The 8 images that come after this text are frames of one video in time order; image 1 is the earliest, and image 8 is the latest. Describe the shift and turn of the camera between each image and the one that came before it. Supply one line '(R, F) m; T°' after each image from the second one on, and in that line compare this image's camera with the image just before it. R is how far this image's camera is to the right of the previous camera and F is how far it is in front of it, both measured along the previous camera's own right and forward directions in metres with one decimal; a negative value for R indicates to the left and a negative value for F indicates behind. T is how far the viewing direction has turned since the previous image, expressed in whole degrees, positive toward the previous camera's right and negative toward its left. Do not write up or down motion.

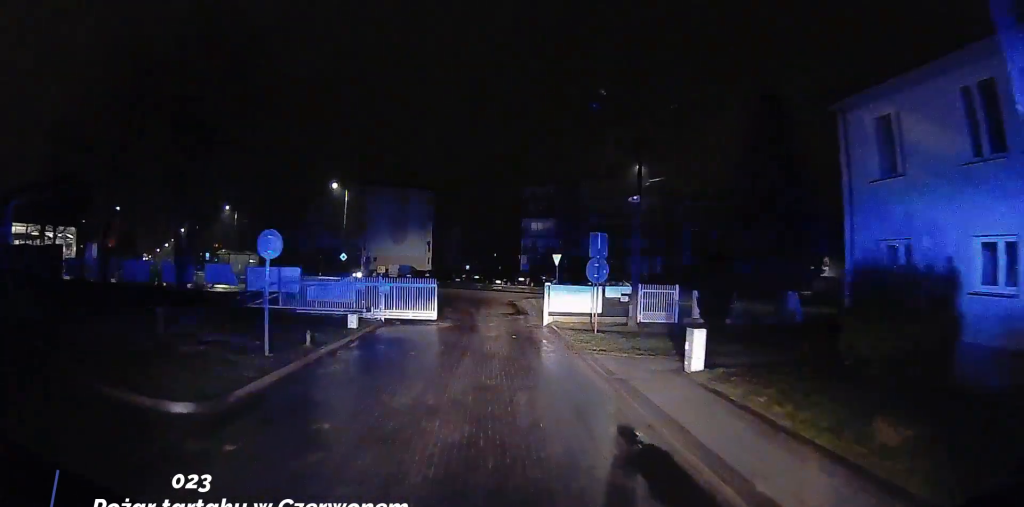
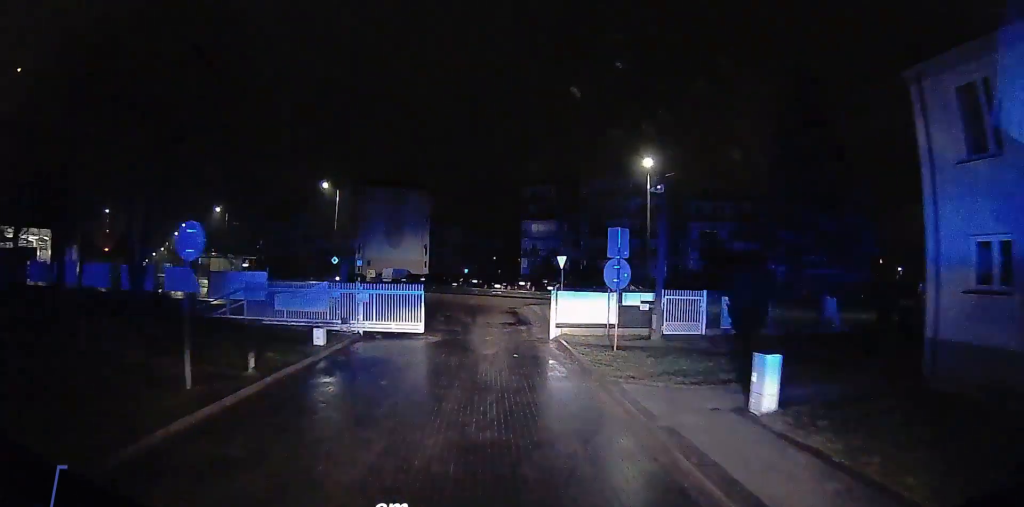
(0.0, +3.1) m; 0°
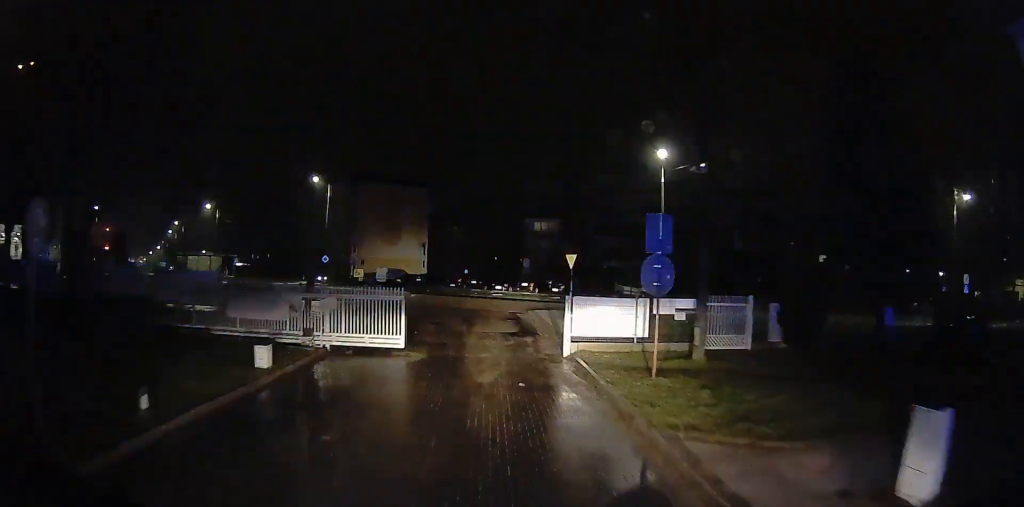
(0.0, +3.5) m; 0°
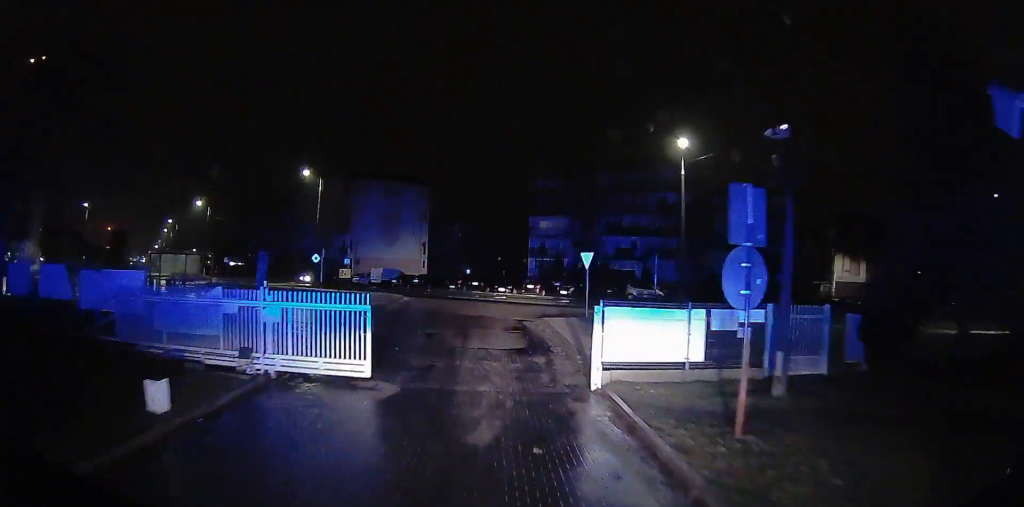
(0.0, +3.8) m; 0°
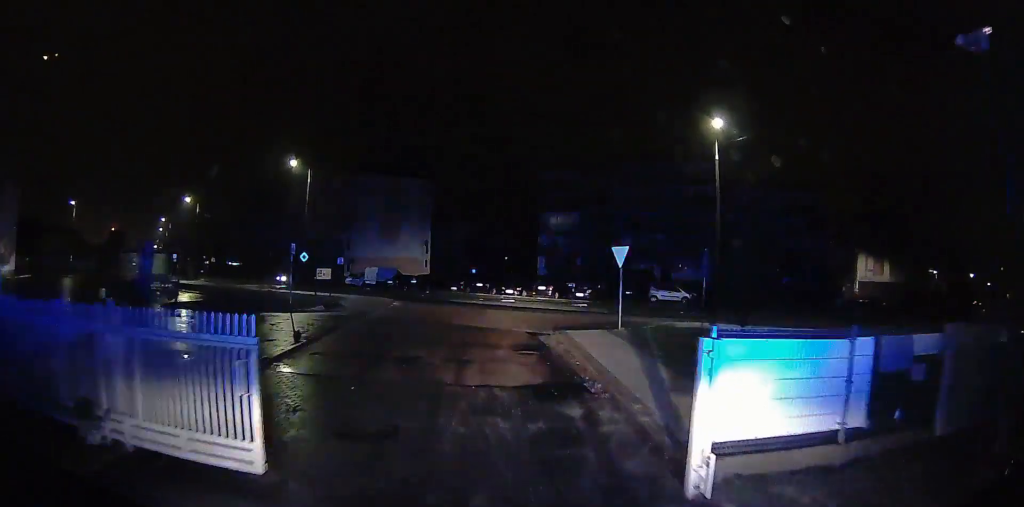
(0.0, +4.9) m; +3°
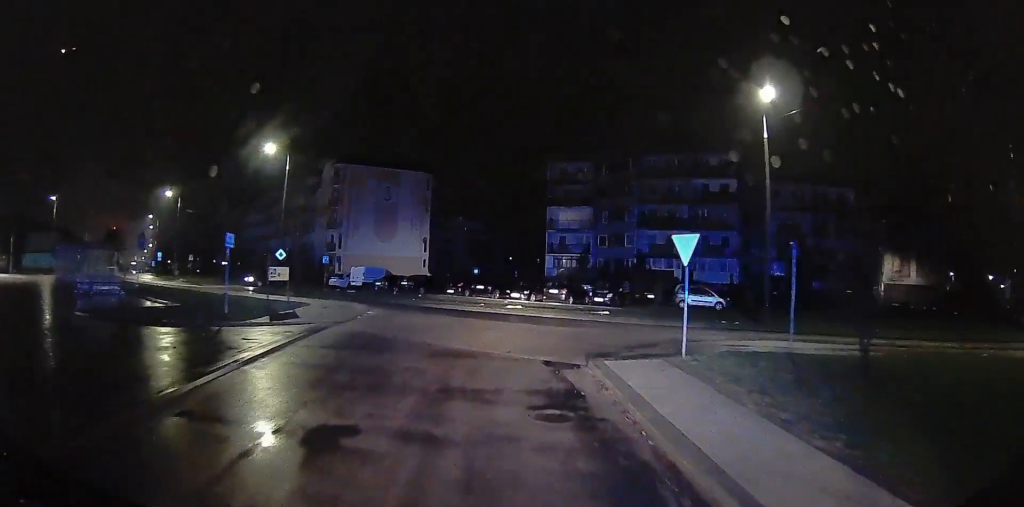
(+0.4, +6.0) m; +2°
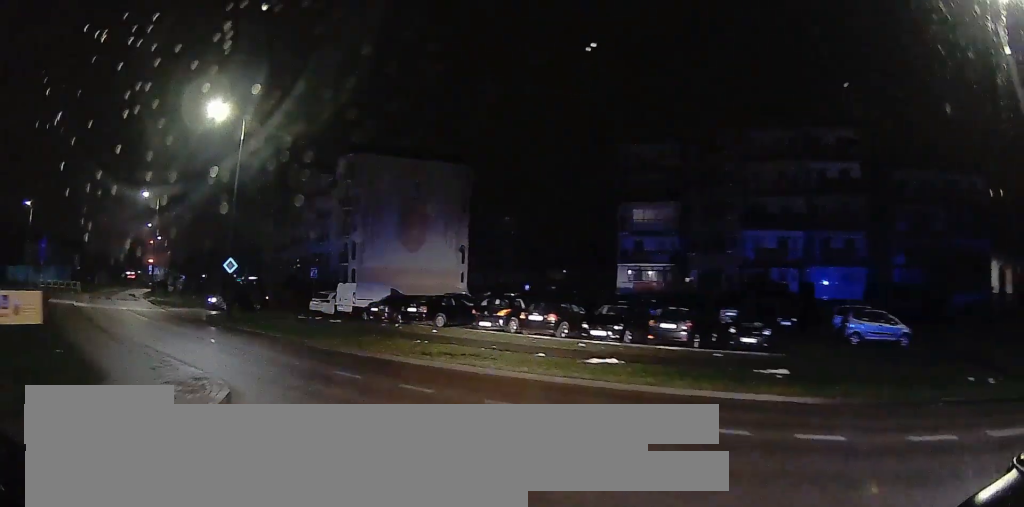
(-3.9, +13.8) m; -36°
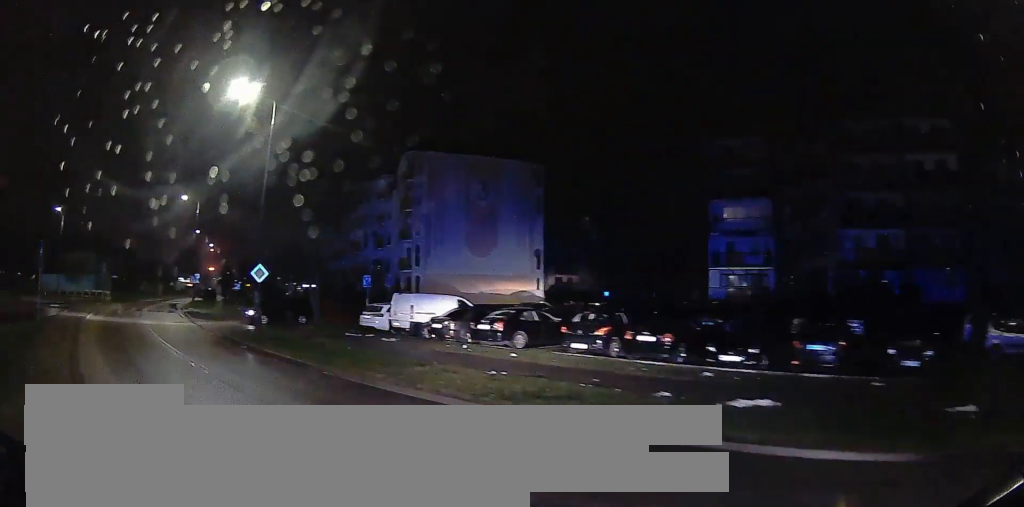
(-0.6, +4.9) m; -8°
